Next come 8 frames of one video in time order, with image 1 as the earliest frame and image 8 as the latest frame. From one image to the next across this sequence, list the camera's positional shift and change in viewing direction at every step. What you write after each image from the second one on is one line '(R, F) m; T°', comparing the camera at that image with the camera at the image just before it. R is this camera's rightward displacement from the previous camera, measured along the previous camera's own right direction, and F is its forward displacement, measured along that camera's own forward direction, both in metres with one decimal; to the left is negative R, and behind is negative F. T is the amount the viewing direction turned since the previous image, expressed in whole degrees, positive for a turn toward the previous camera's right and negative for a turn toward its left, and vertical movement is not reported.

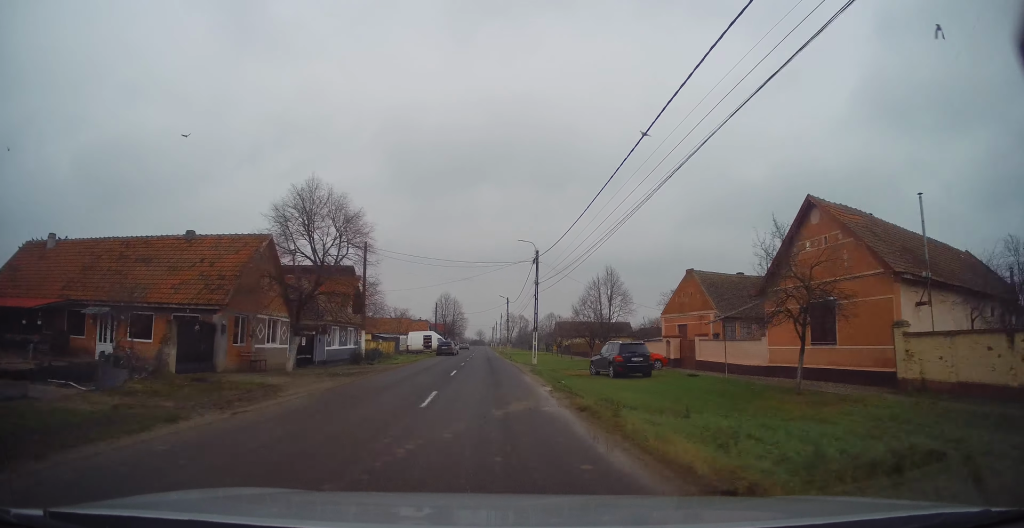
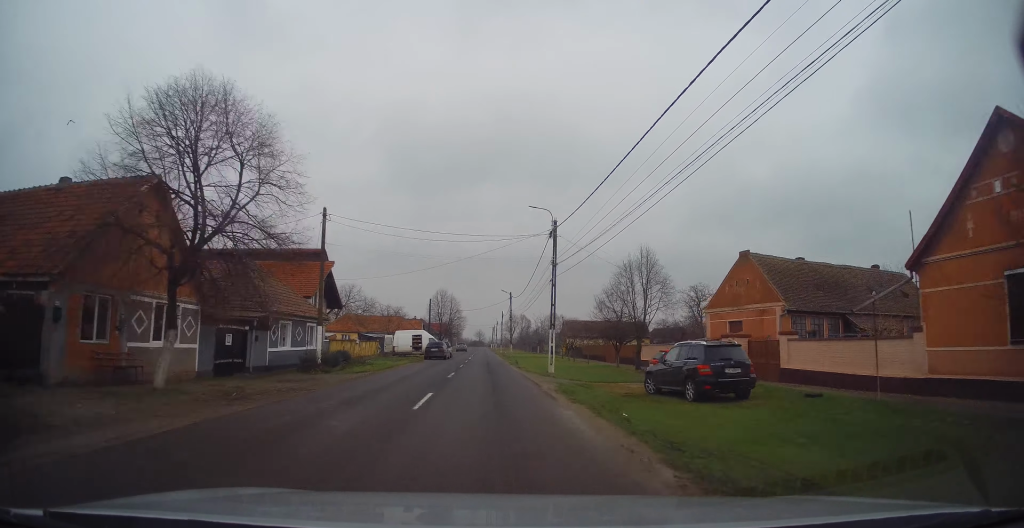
(+0.1, +9.6) m; 0°
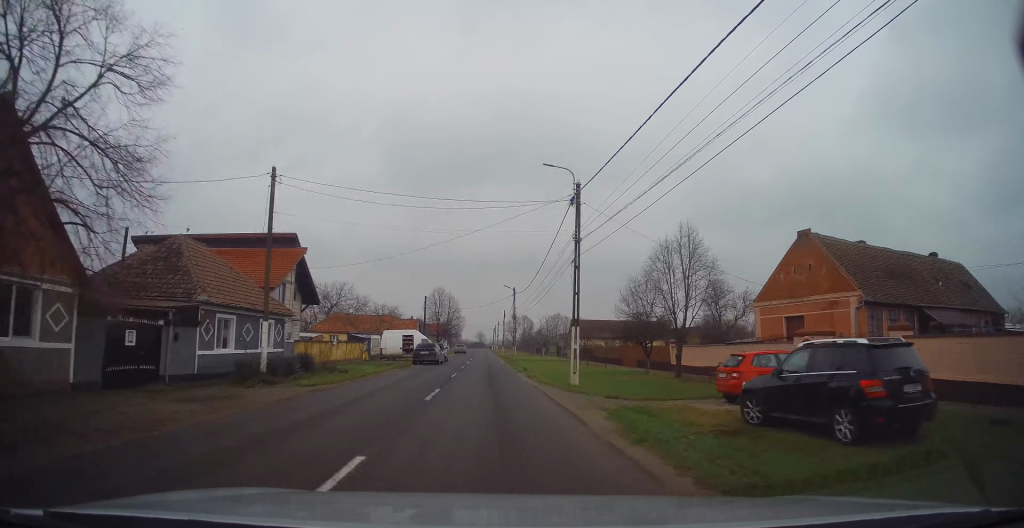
(-0.1, +7.1) m; 0°
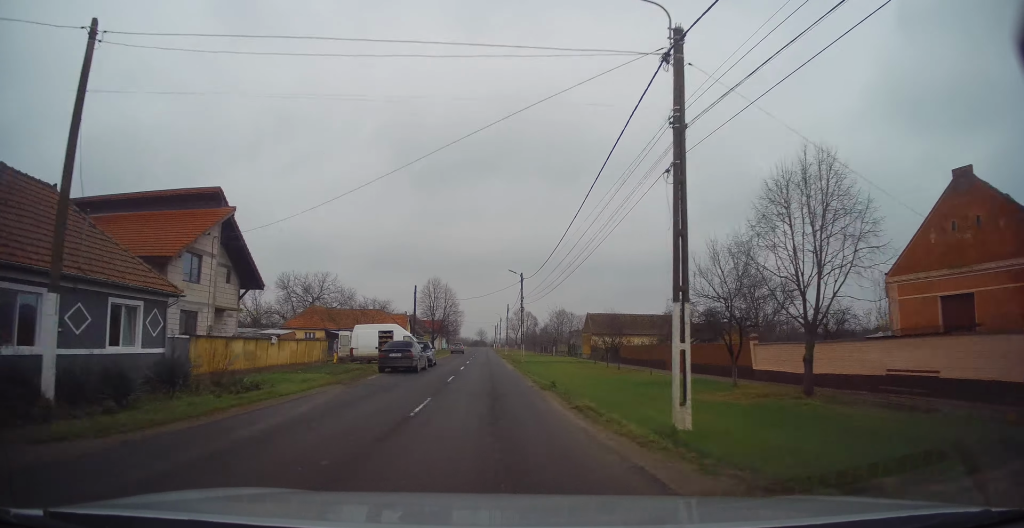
(-0.1, +11.2) m; 0°
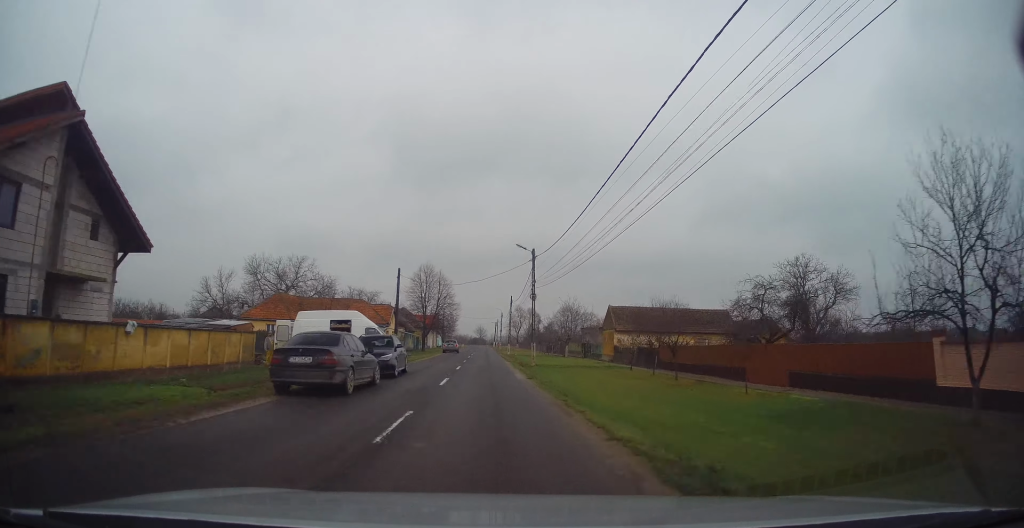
(+0.1, +11.5) m; 0°
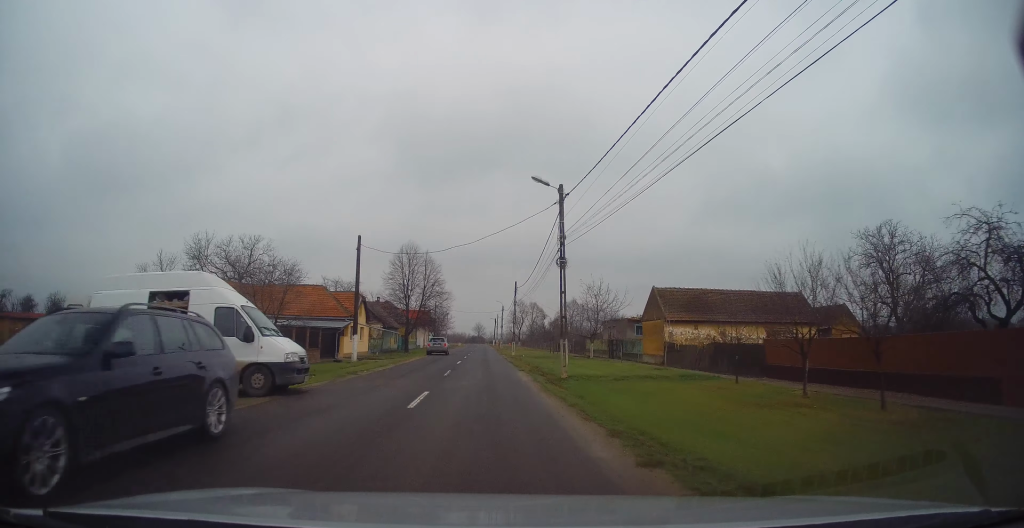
(-0.1, +14.6) m; +1°
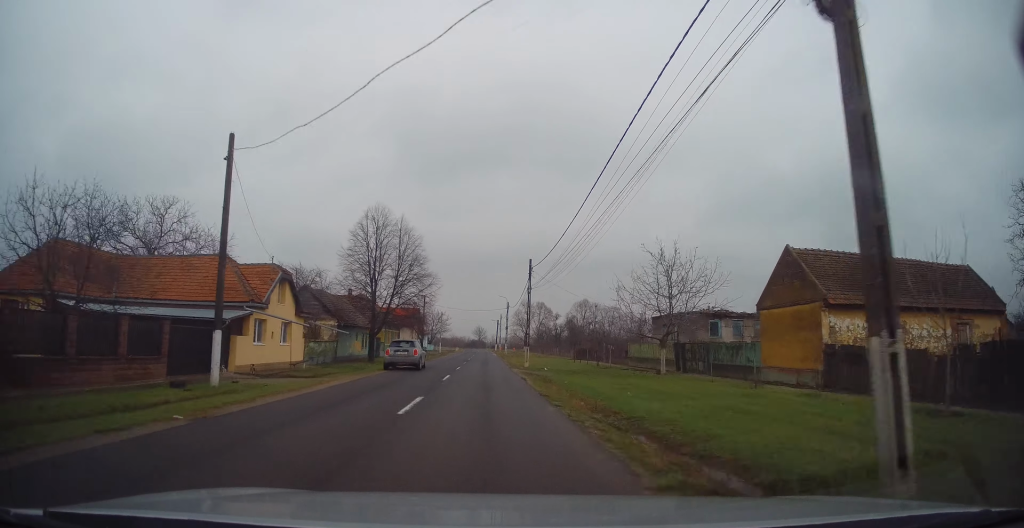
(+0.4, +18.2) m; 0°
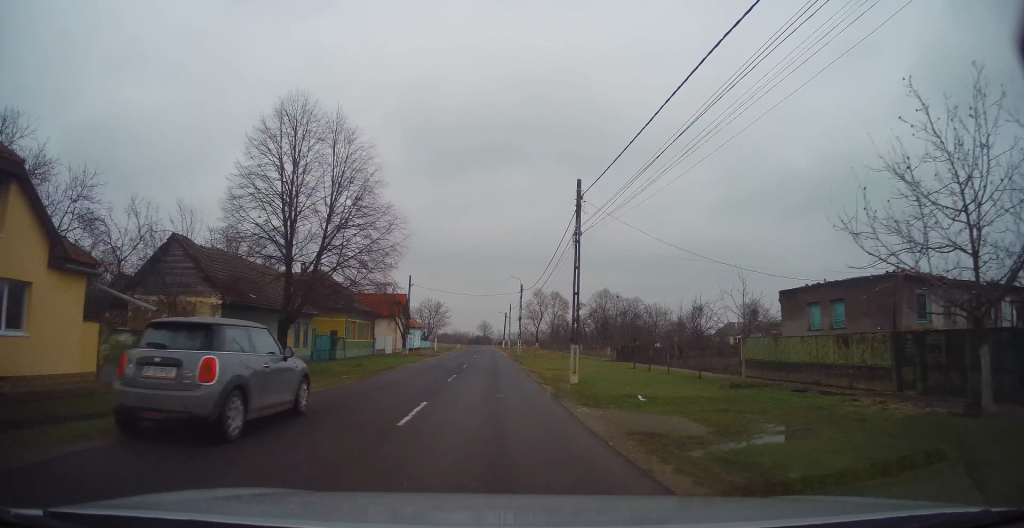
(-0.2, +19.2) m; -1°
